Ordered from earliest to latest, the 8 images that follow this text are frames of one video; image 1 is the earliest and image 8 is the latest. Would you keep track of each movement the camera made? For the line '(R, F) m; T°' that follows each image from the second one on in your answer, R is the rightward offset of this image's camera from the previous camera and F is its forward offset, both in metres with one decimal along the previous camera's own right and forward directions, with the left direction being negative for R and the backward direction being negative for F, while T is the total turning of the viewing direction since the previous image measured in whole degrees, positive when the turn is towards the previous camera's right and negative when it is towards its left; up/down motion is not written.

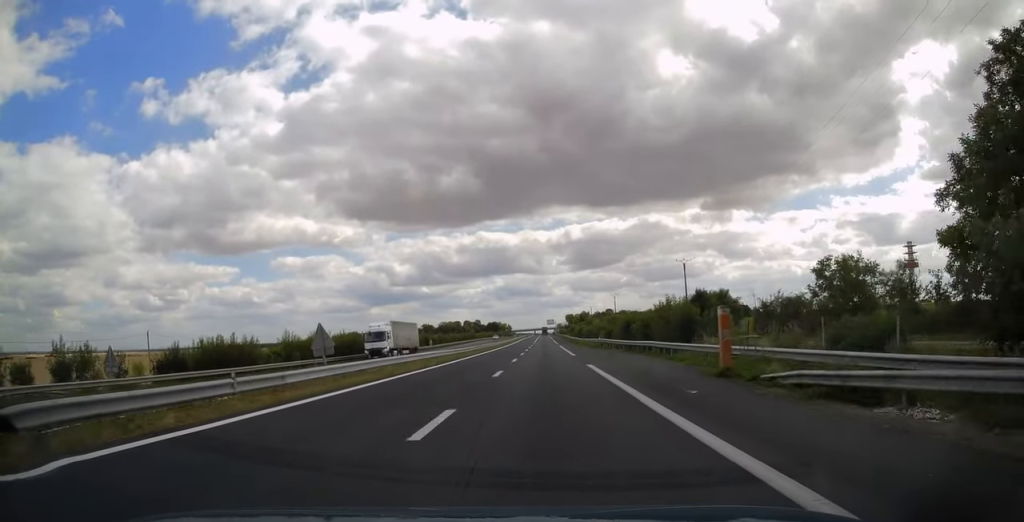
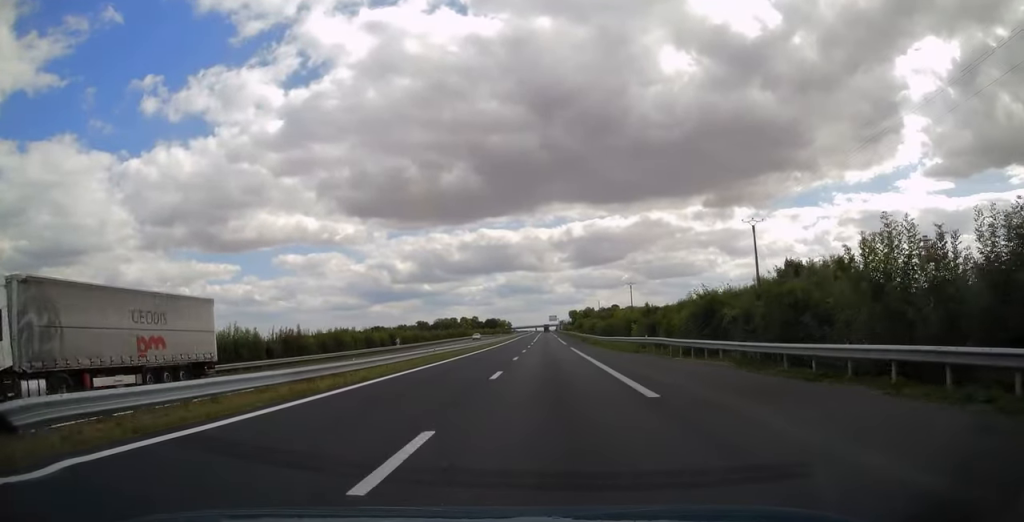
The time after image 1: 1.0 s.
(+0.1, +28.1) m; 0°
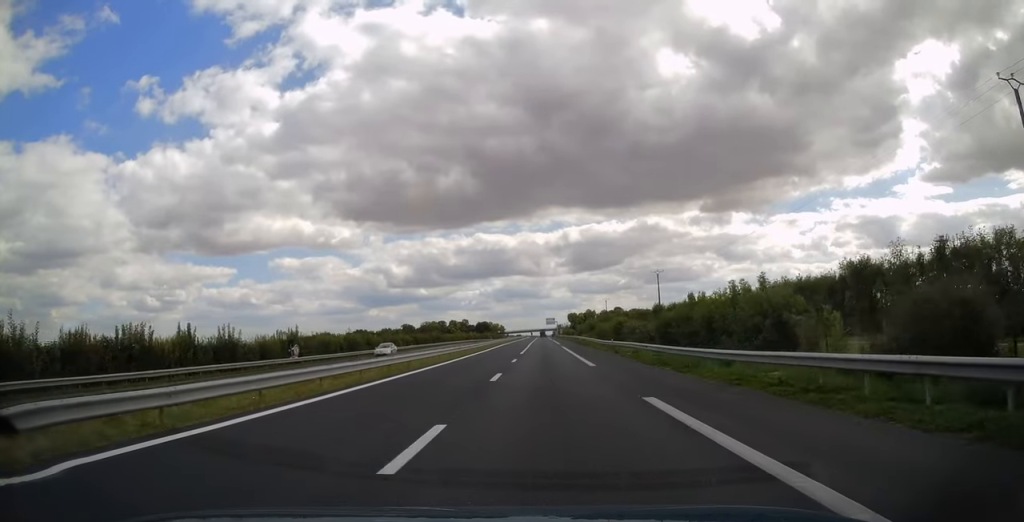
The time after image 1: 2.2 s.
(+0.1, +36.9) m; 0°
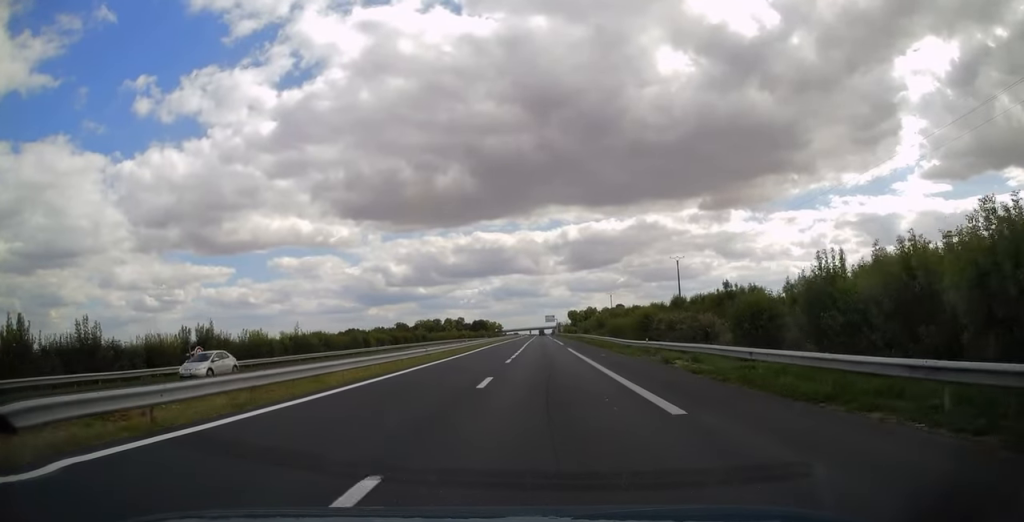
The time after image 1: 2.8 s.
(0.0, +16.2) m; 0°
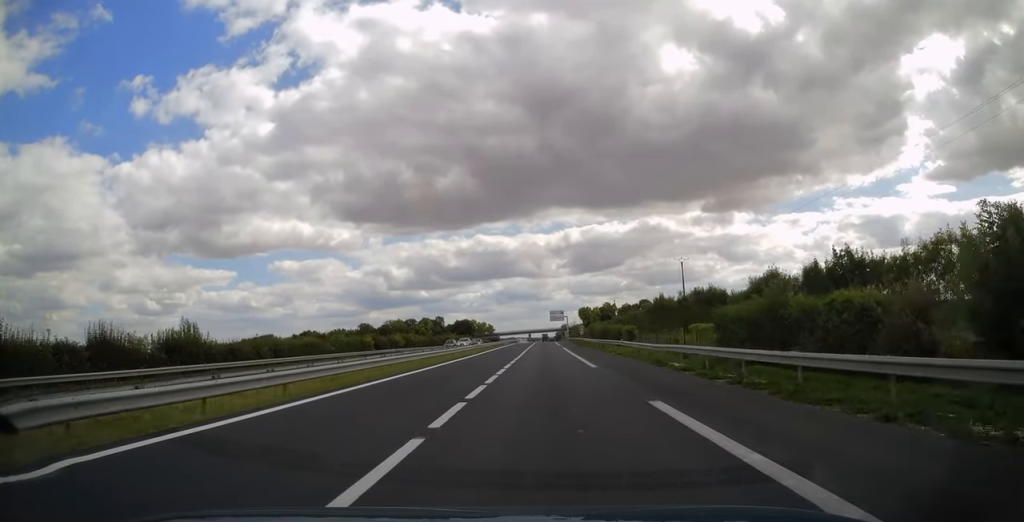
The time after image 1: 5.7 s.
(-0.1, +86.3) m; 0°
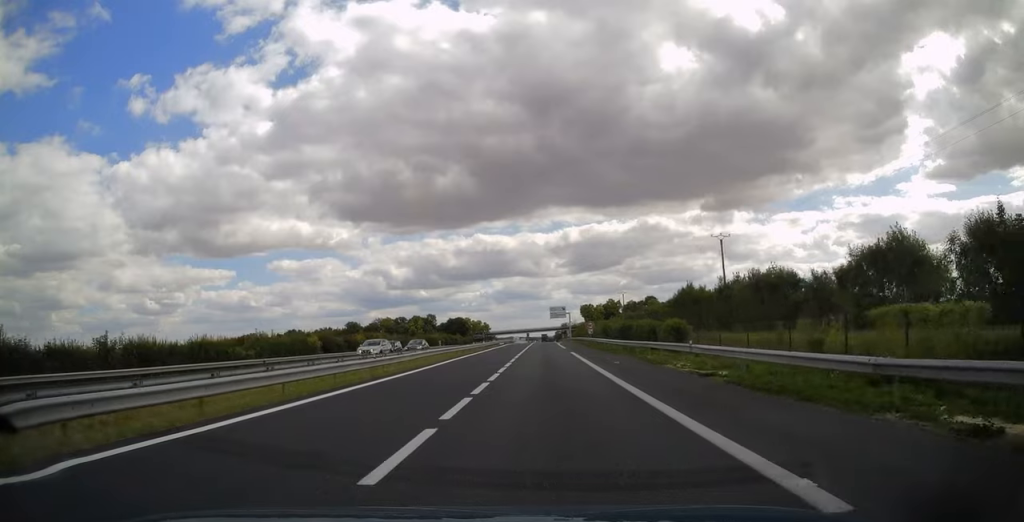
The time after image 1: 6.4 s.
(-0.1, +20.1) m; 0°
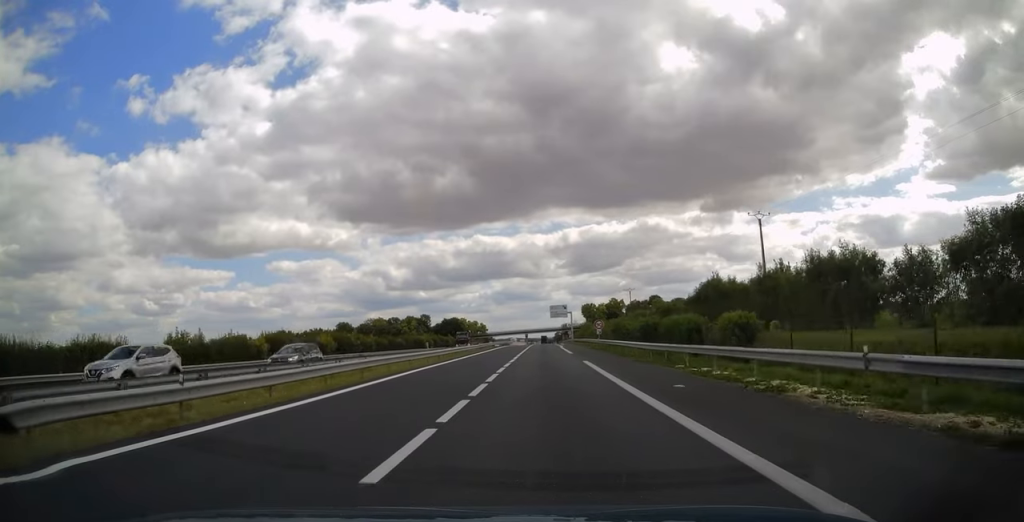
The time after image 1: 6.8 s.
(0.0, +12.7) m; 0°
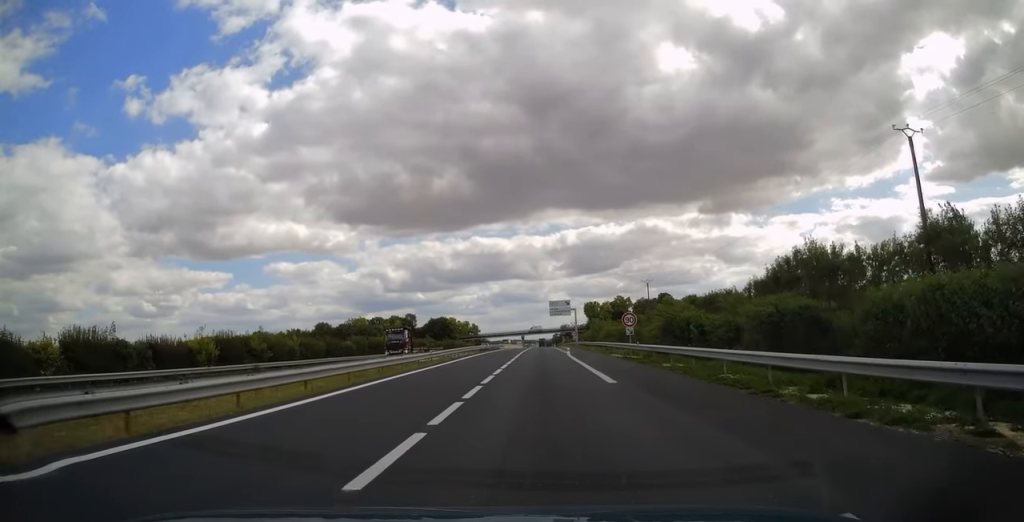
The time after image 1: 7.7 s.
(+0.1, +25.4) m; 0°
